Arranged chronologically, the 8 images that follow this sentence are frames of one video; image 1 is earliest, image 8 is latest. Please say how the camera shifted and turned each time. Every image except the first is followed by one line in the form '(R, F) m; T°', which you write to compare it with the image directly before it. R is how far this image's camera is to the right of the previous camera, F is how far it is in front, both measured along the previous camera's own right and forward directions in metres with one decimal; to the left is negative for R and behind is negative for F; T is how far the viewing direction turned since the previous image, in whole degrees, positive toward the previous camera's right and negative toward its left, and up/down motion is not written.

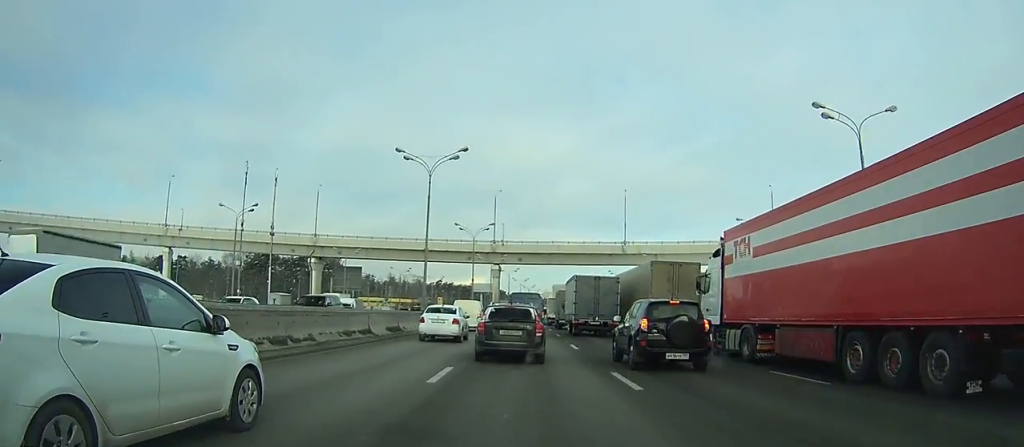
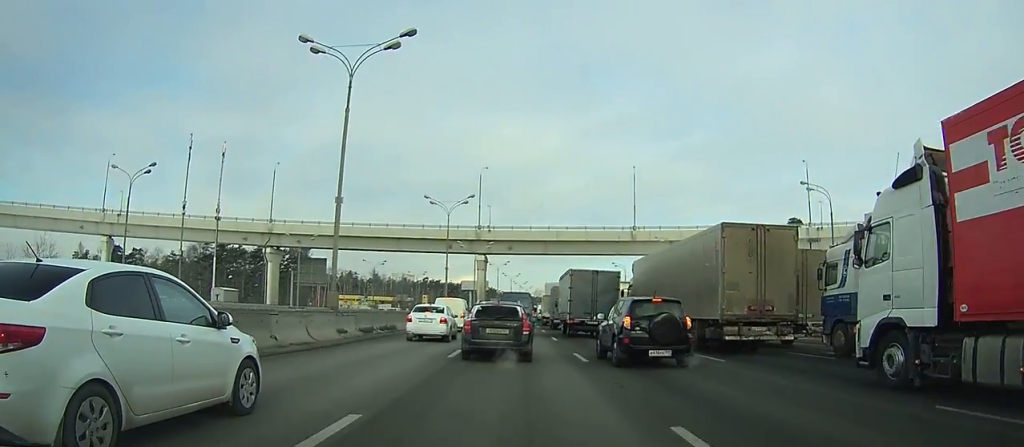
(-0.1, +17.0) m; -1°
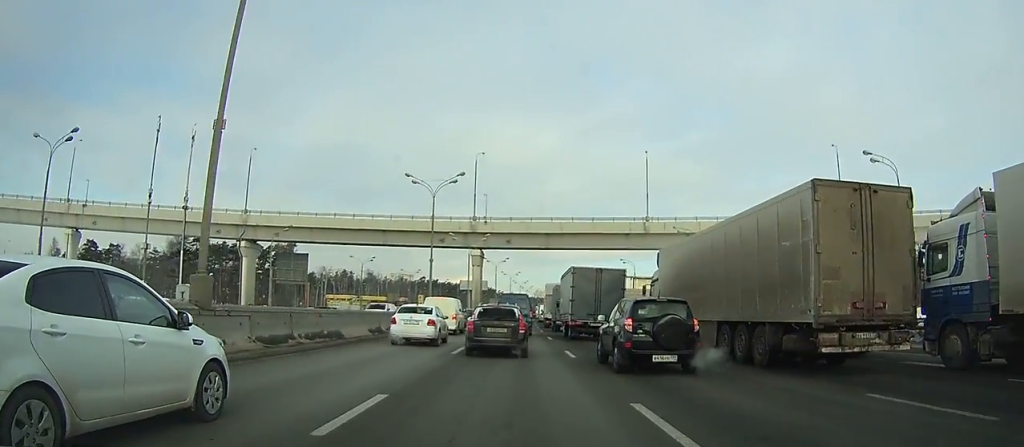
(-0.1, +10.6) m; -2°
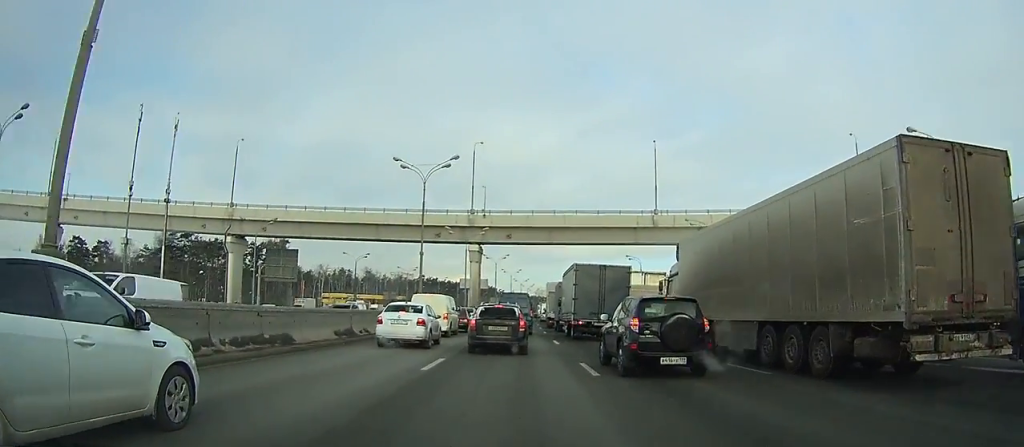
(-0.1, +5.3) m; 0°
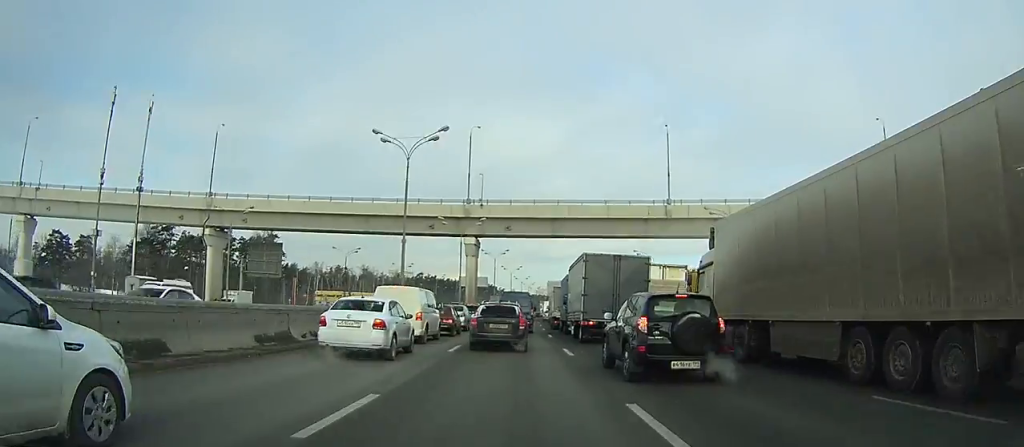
(-0.2, +7.2) m; 0°
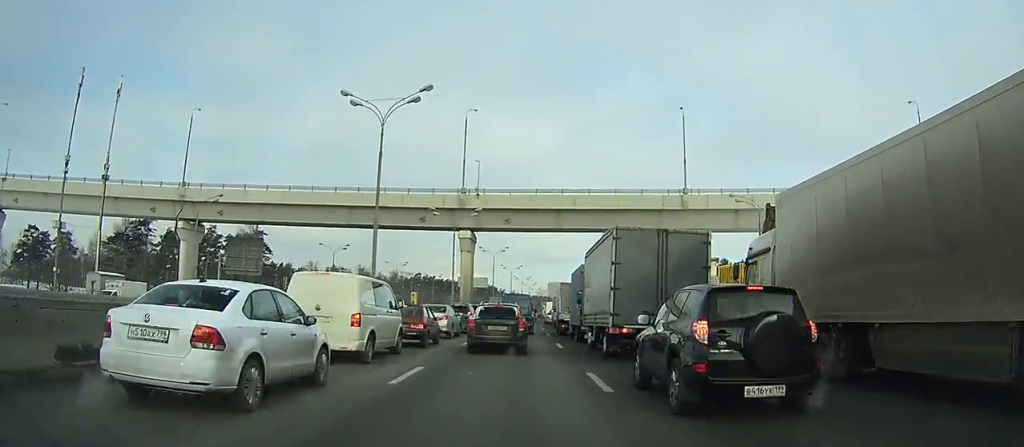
(+0.1, +7.4) m; +1°
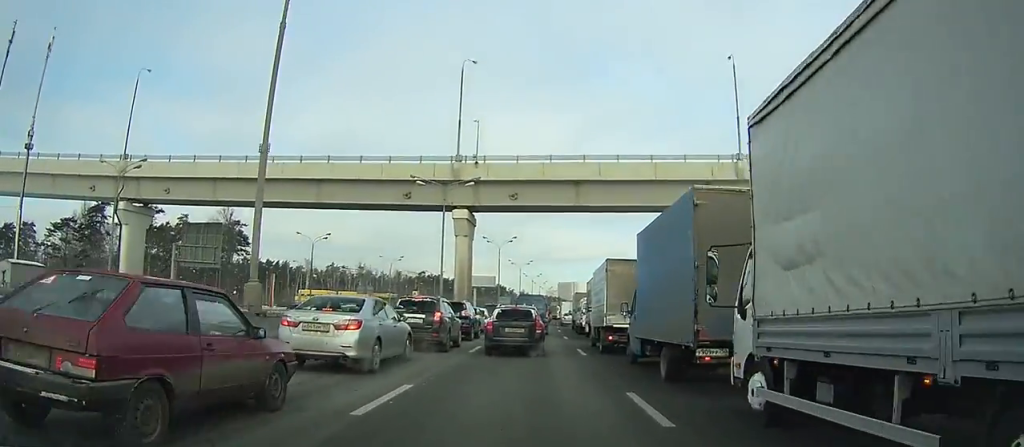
(+0.3, +15.3) m; +2°
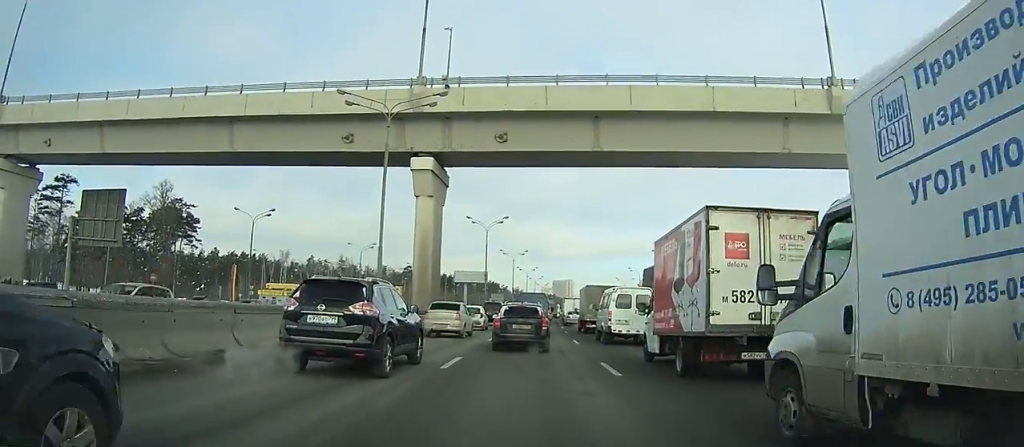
(+0.1, +18.4) m; 0°
